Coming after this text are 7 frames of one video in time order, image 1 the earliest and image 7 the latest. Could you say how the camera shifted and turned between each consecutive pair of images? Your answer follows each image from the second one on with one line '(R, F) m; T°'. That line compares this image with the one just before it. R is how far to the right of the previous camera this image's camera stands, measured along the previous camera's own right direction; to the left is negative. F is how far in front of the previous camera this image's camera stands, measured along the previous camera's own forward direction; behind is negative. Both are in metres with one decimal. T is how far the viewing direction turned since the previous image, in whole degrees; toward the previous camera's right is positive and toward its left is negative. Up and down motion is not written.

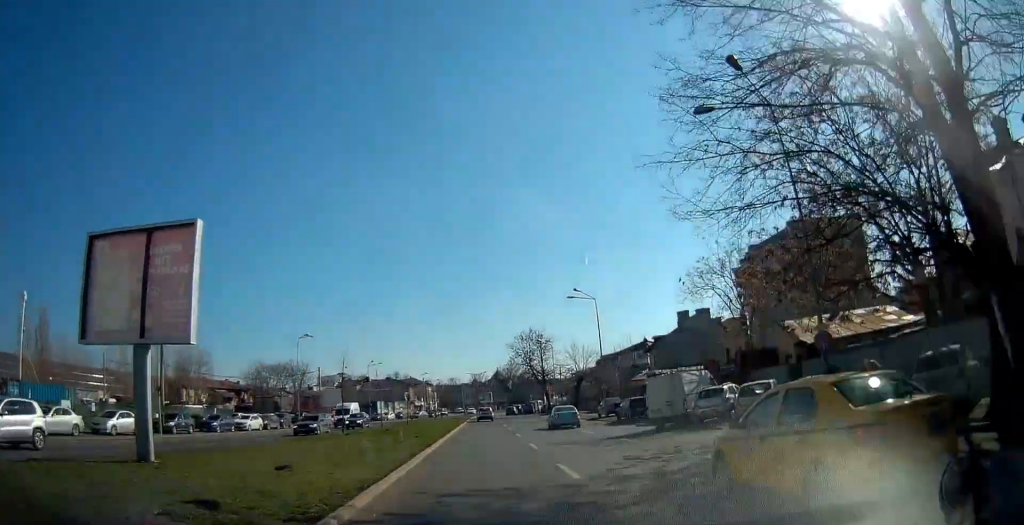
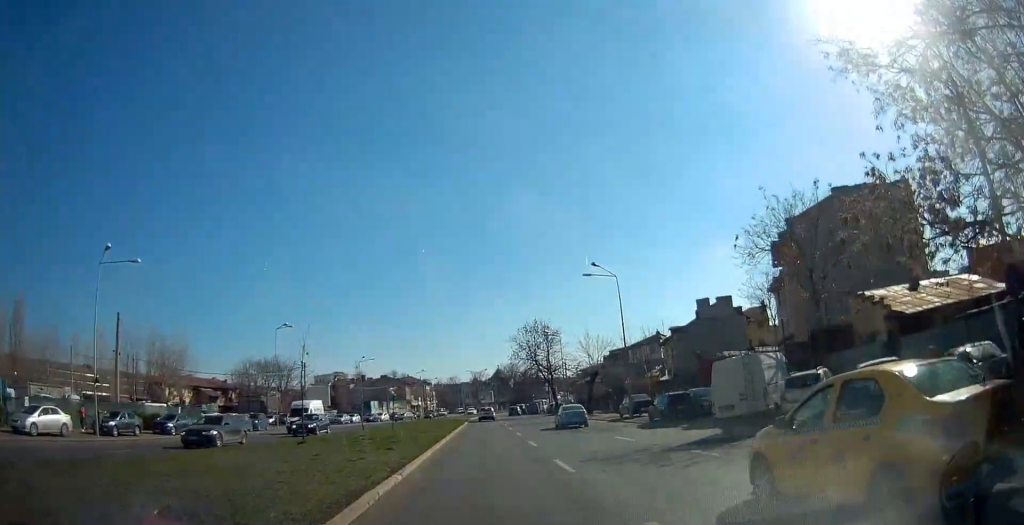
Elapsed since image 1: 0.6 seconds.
(-0.1, +7.4) m; -1°
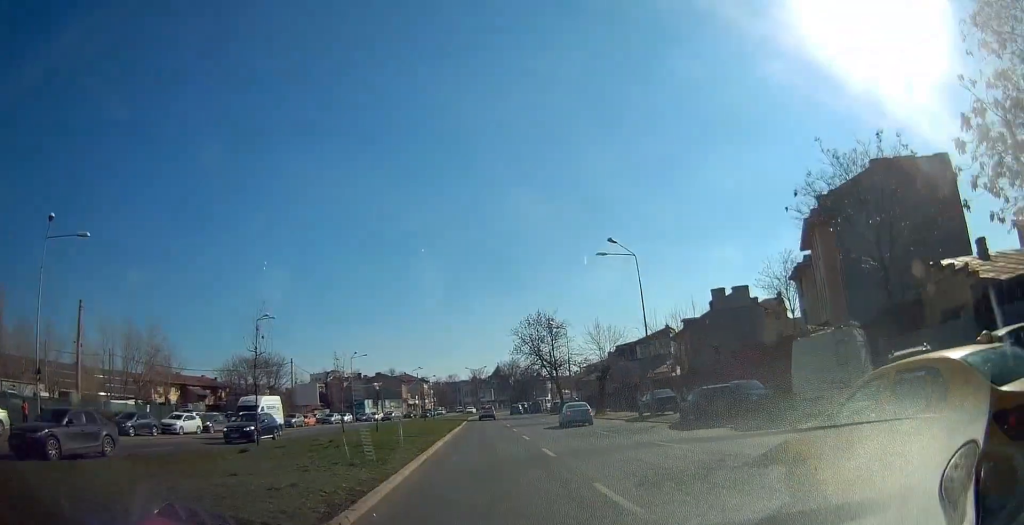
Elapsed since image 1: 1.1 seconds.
(0.0, +5.3) m; 0°
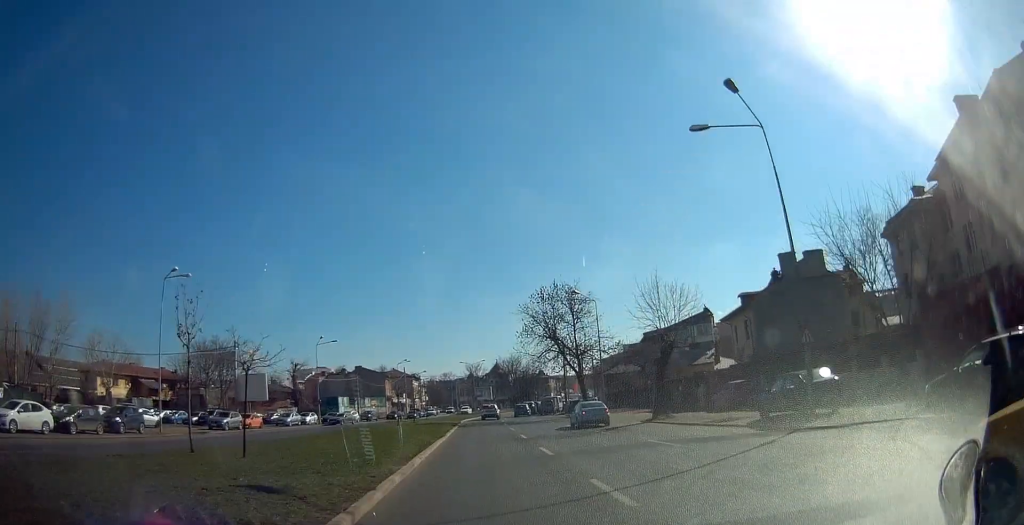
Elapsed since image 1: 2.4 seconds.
(-0.1, +17.4) m; +1°
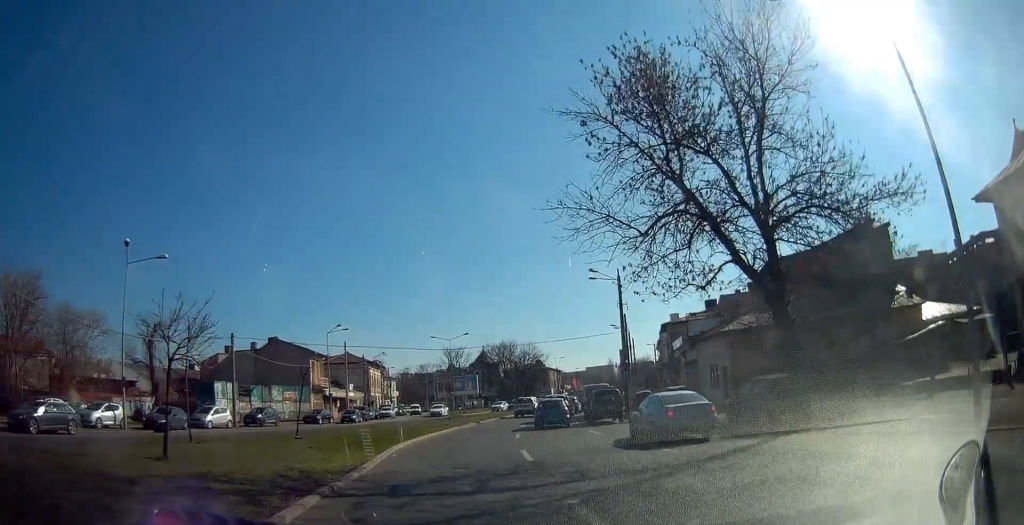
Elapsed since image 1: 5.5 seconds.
(+0.8, +38.6) m; +4°
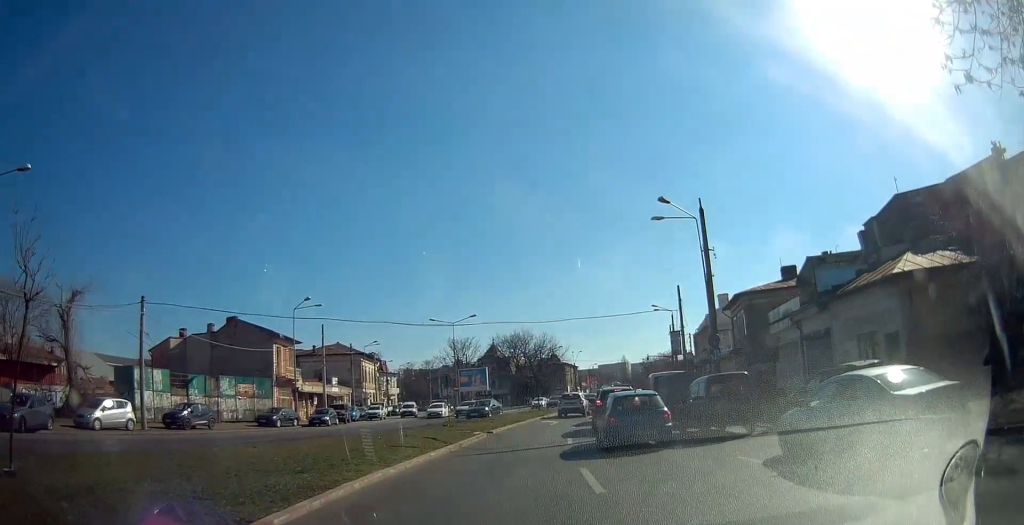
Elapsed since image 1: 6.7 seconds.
(0.0, +14.2) m; -2°
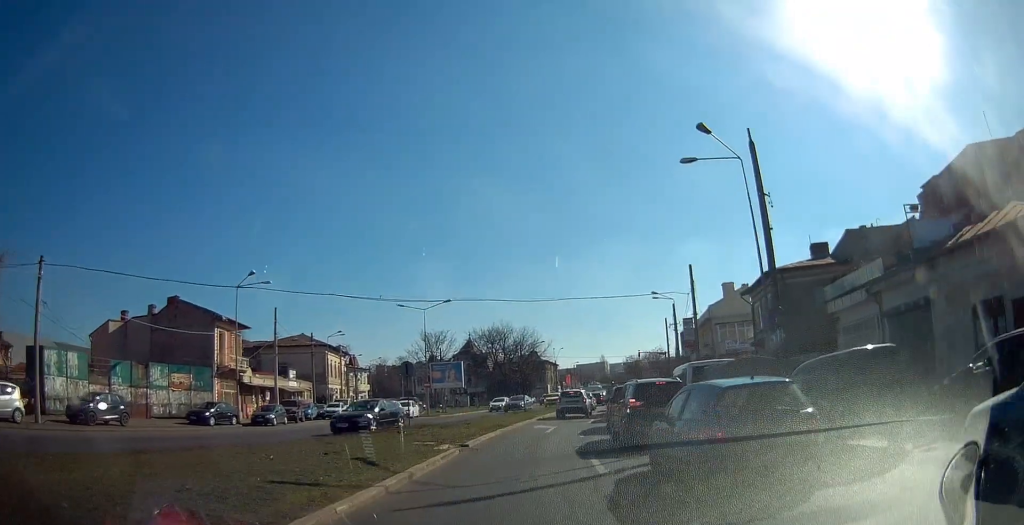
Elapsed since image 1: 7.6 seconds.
(-0.4, +8.3) m; 0°
